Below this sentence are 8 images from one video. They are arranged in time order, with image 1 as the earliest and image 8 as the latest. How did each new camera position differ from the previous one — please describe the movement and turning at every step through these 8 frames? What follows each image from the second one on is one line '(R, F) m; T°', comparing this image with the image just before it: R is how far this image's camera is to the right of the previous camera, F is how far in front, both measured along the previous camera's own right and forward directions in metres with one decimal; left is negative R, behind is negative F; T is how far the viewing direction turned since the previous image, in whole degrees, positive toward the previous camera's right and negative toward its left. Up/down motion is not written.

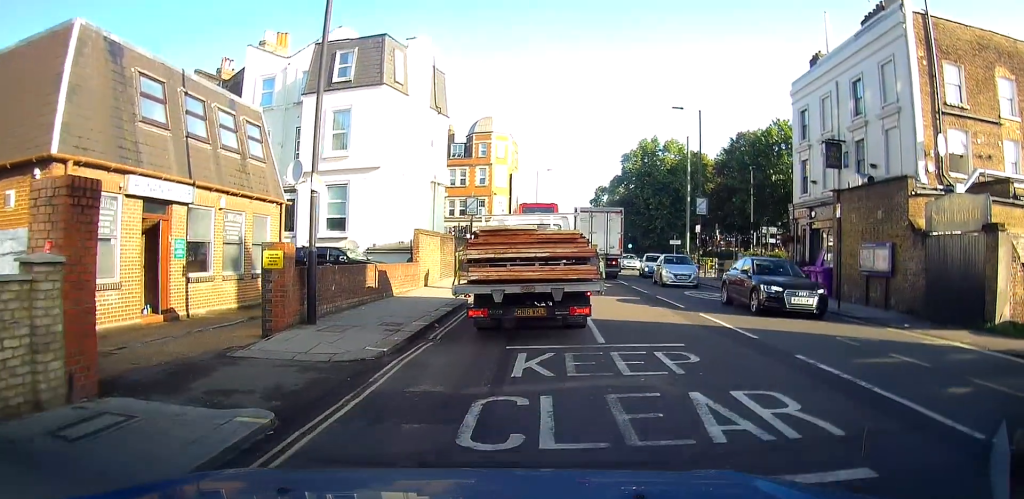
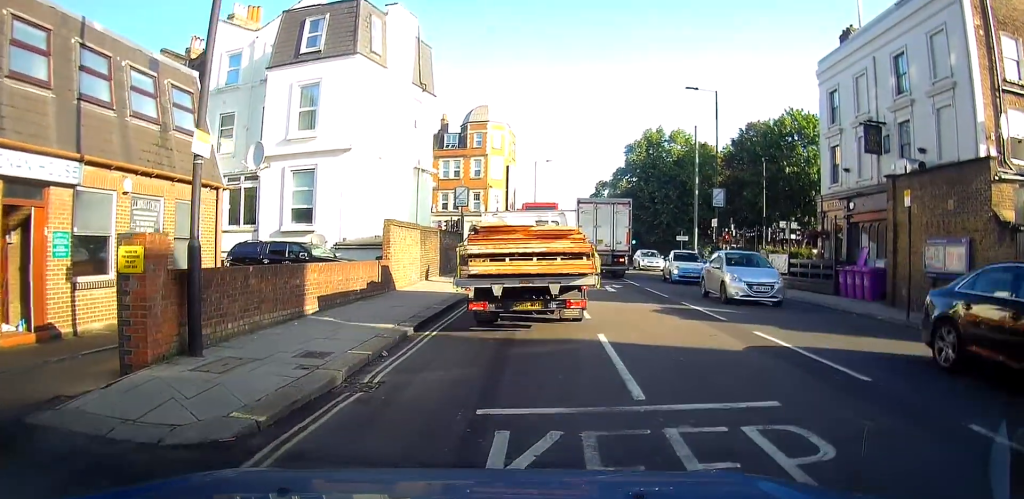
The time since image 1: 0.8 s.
(0.0, +3.5) m; 0°
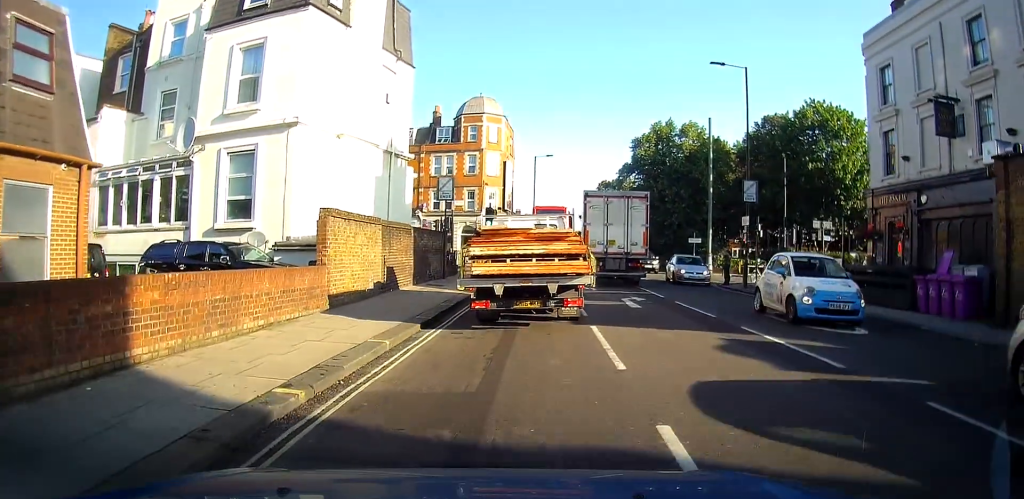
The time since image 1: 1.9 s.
(+0.1, +4.9) m; 0°
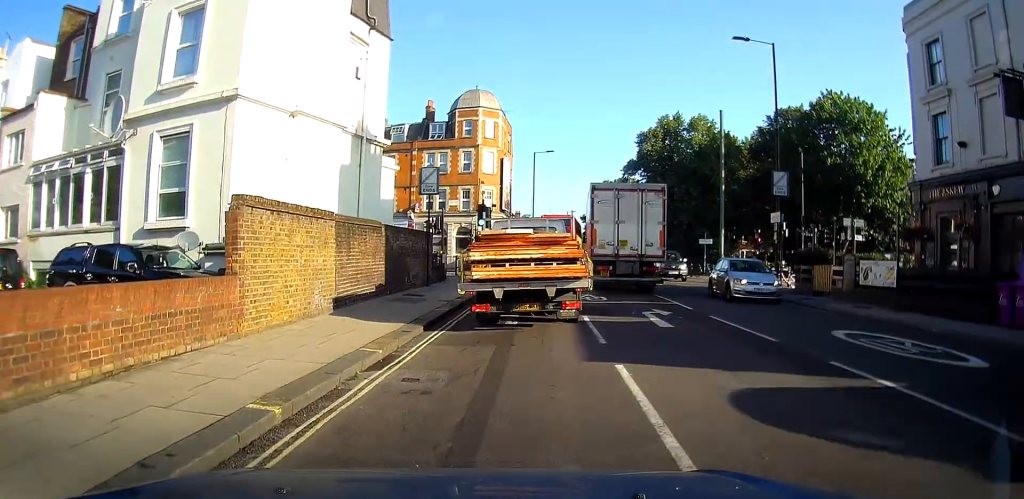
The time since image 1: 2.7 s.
(0.0, +3.6) m; -1°
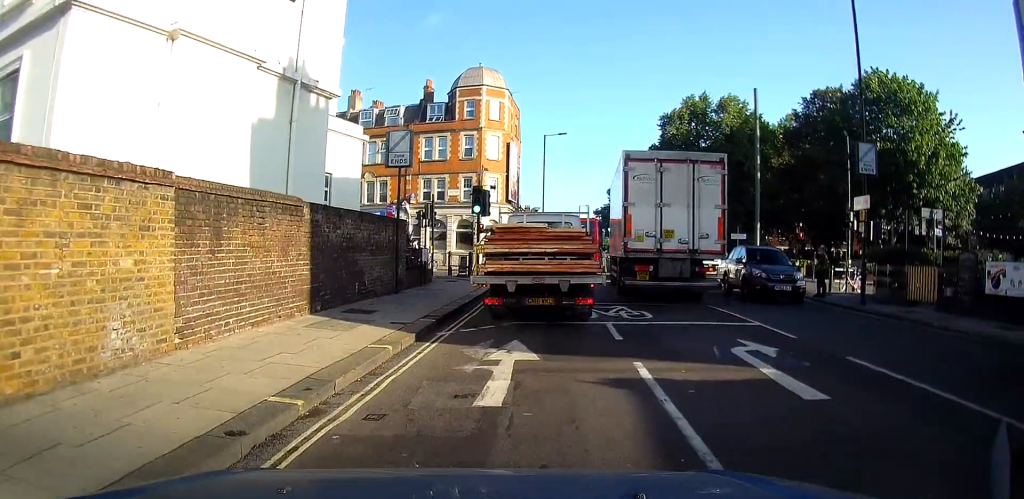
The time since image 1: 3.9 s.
(-0.1, +5.9) m; -1°
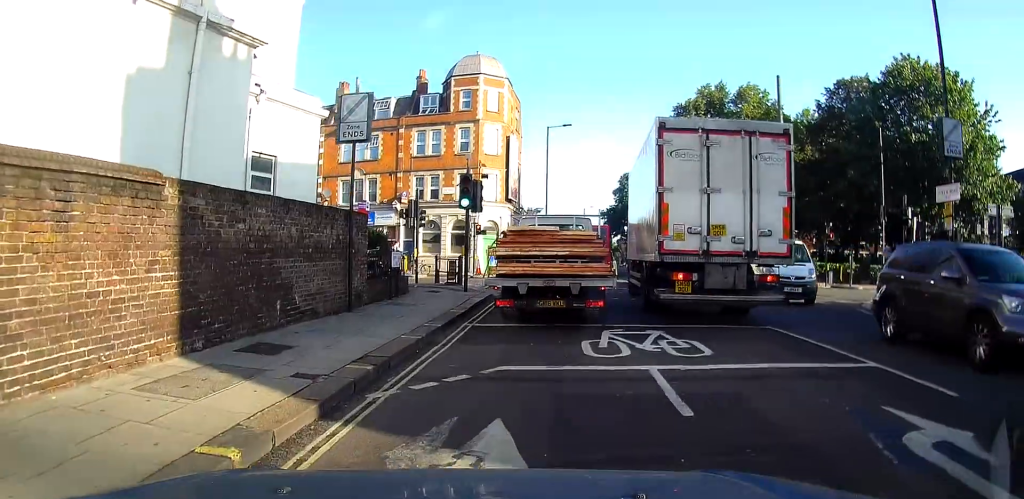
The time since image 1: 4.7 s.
(0.0, +4.2) m; +1°
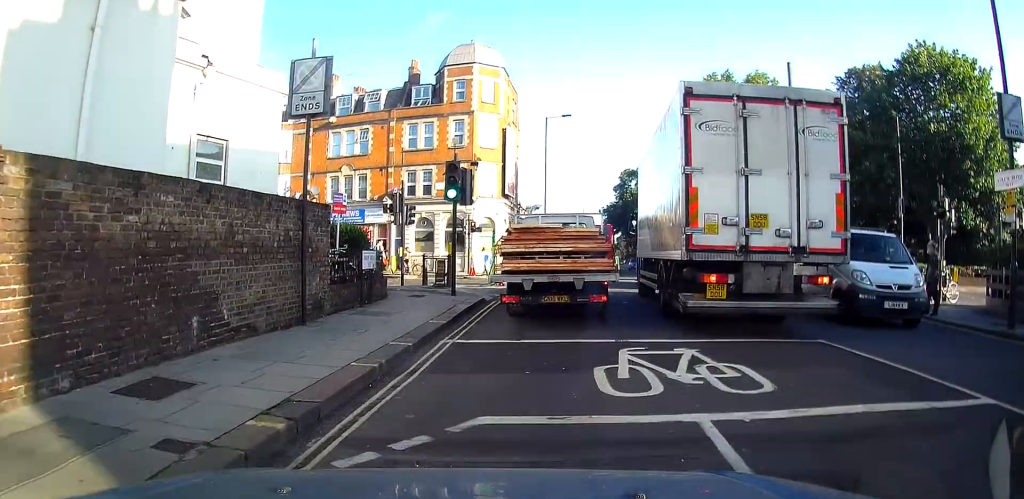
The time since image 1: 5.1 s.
(+0.1, +2.3) m; +1°
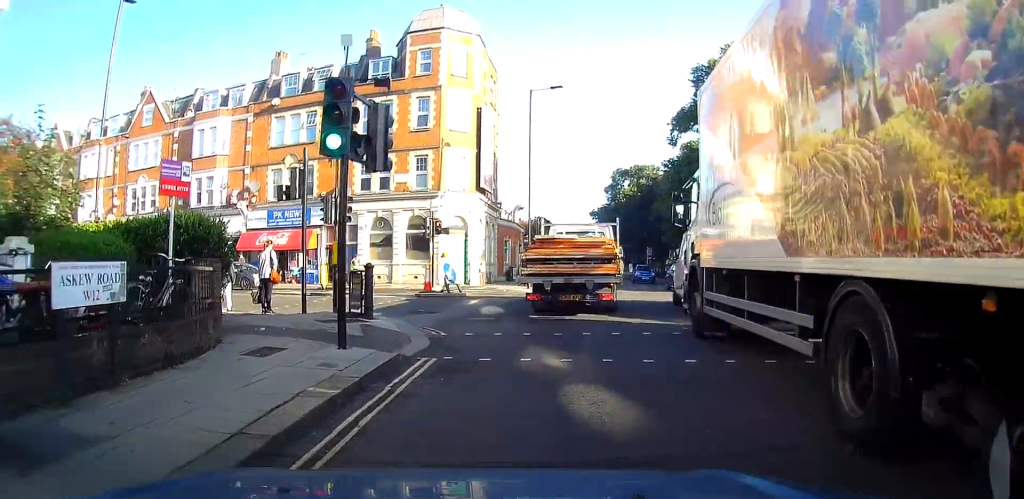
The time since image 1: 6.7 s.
(+0.1, +8.3) m; +3°
